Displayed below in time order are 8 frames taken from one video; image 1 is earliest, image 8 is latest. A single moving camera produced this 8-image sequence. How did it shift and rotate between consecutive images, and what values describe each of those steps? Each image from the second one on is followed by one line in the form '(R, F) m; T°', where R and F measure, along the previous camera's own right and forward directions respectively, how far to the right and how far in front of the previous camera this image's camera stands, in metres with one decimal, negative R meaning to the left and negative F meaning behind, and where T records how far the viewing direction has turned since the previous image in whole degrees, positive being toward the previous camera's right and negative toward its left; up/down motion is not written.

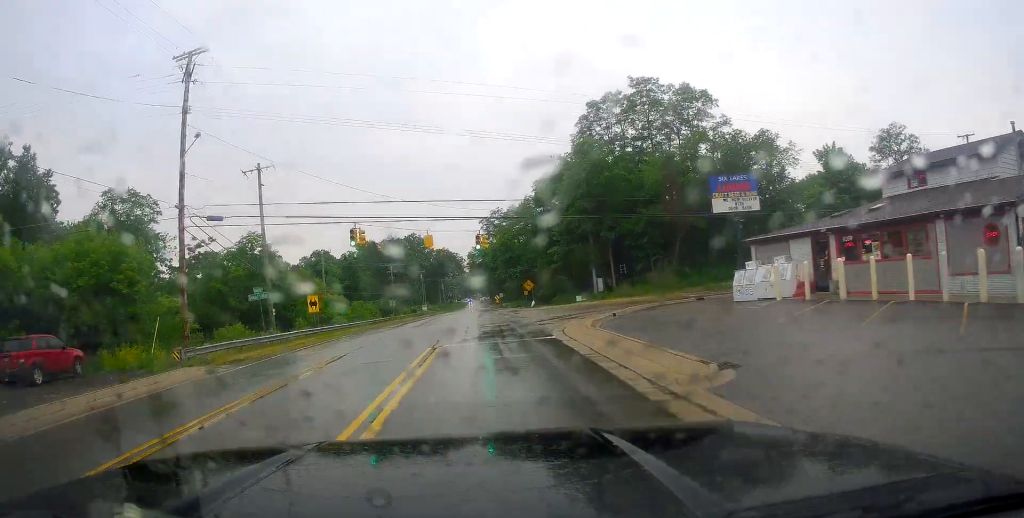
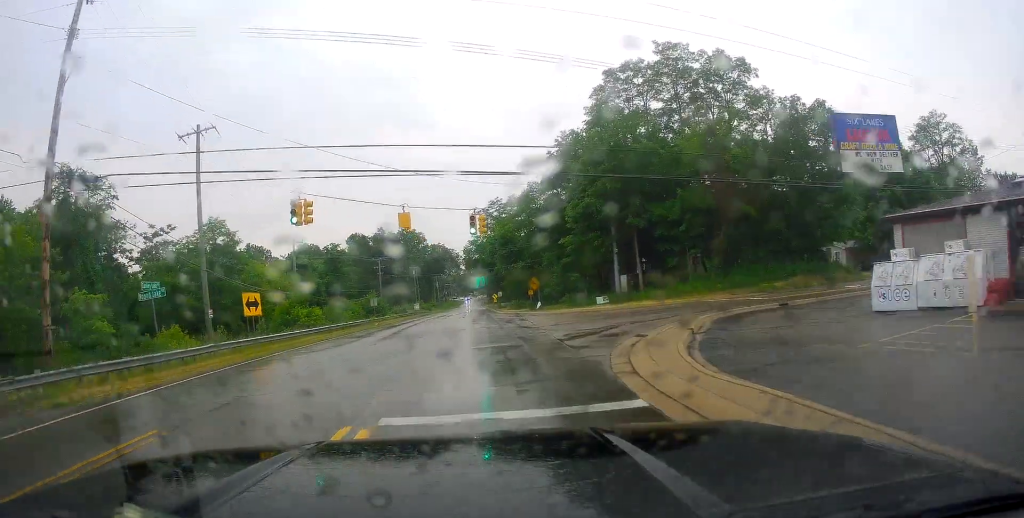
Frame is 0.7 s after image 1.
(+0.3, +10.9) m; +1°
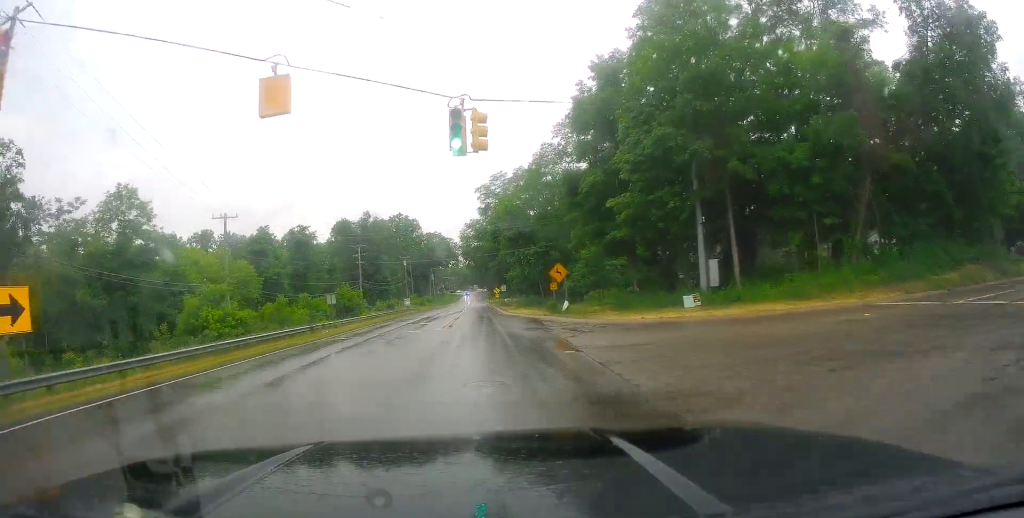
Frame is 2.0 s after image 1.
(0.0, +19.0) m; 0°
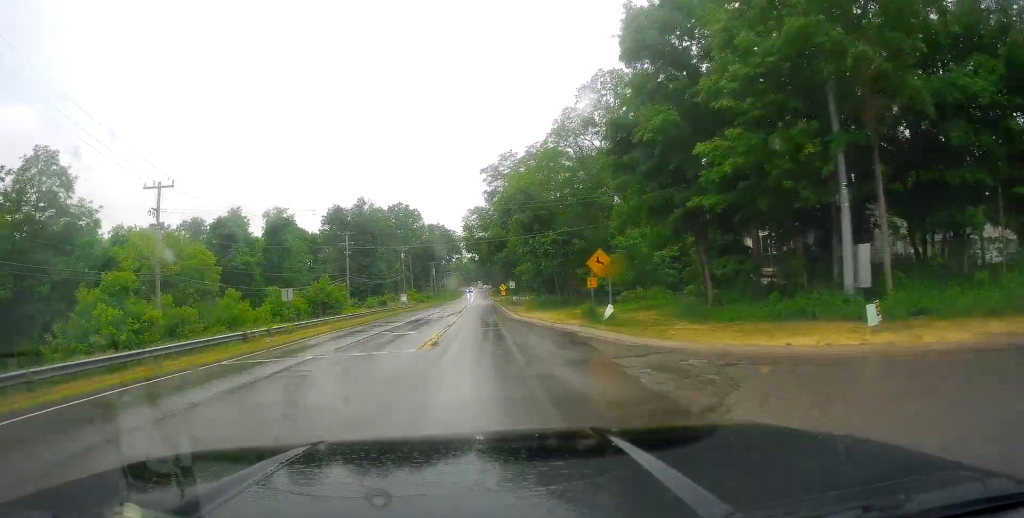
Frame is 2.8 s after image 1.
(0.0, +12.2) m; +1°
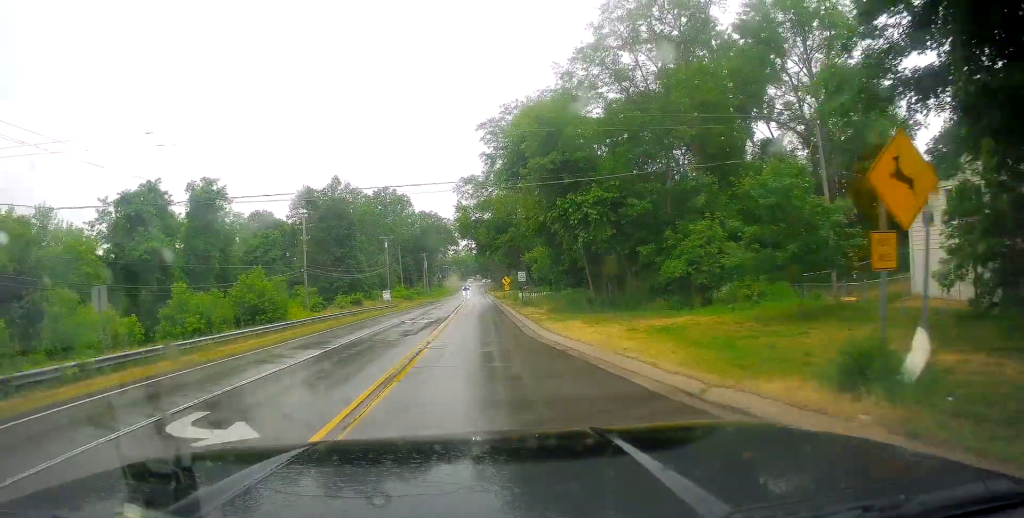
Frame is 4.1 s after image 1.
(0.0, +19.5) m; -3°
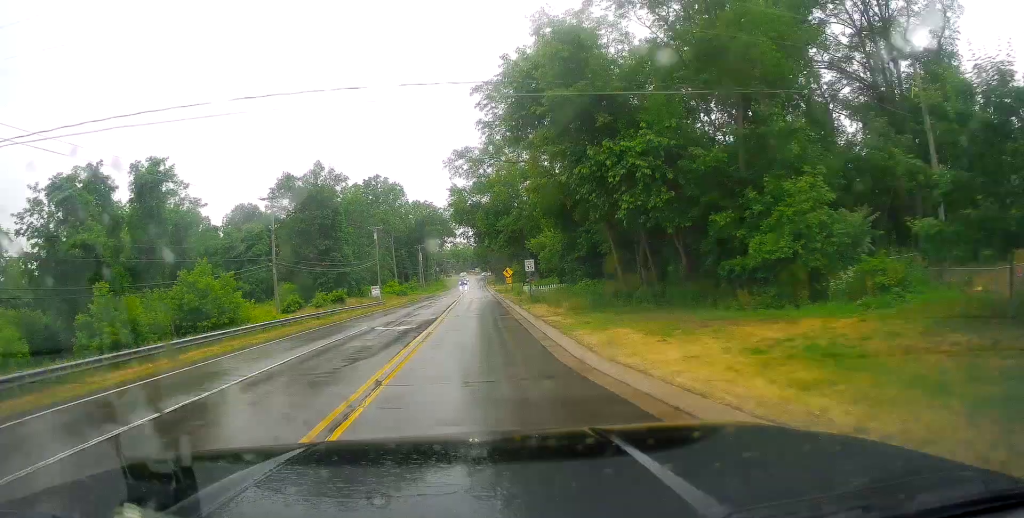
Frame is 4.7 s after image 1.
(-0.6, +9.4) m; -1°
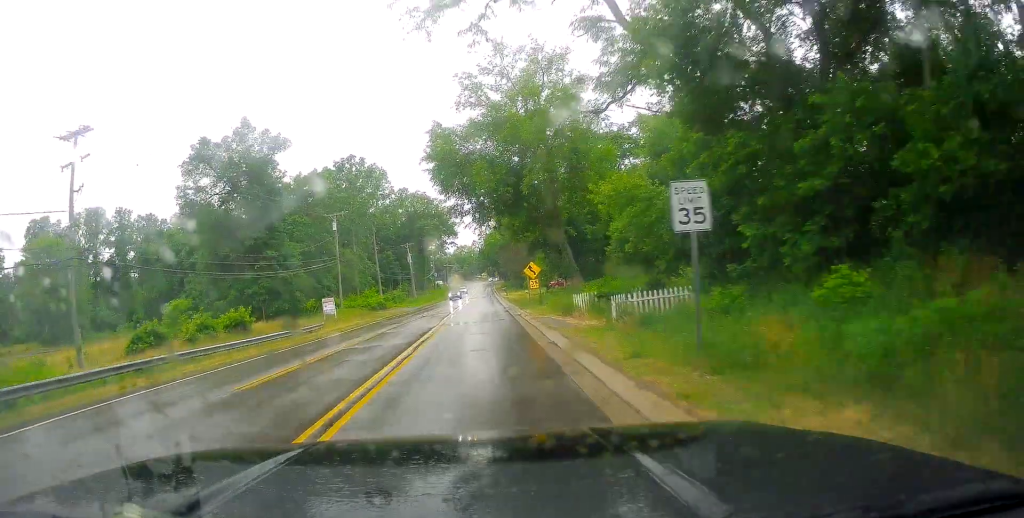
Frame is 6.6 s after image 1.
(+0.9, +30.5) m; 0°
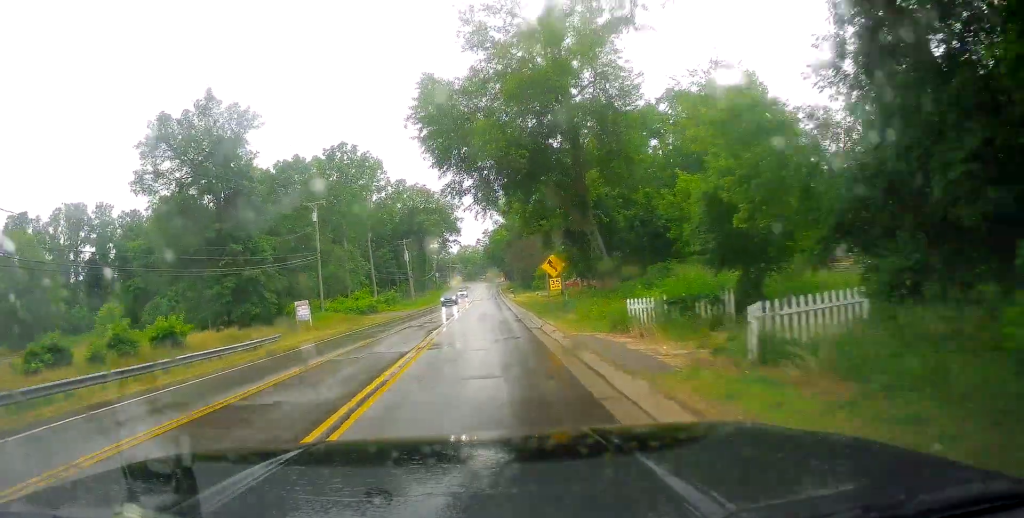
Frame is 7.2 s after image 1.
(-0.2, +10.1) m; 0°
